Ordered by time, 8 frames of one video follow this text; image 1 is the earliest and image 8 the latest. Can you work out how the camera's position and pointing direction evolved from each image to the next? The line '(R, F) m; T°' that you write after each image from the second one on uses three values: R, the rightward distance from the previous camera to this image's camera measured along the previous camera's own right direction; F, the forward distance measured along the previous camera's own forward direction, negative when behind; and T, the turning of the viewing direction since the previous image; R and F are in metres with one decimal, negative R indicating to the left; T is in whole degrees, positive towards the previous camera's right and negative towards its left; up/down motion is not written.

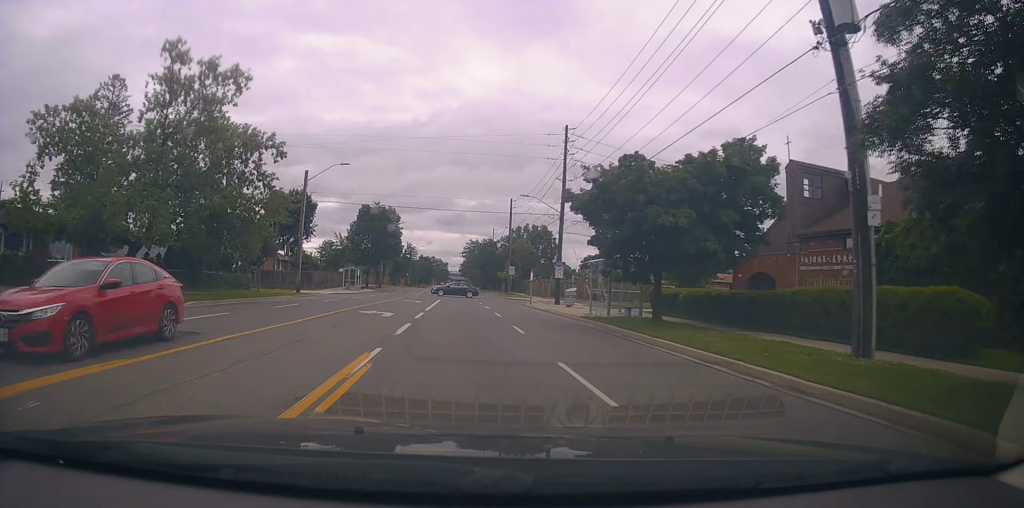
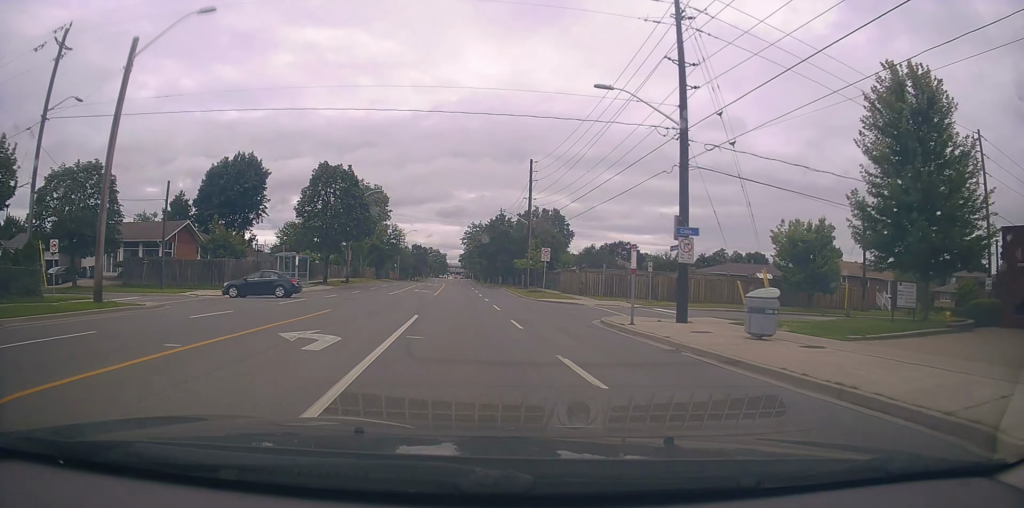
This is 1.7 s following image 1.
(-0.1, +25.2) m; +2°
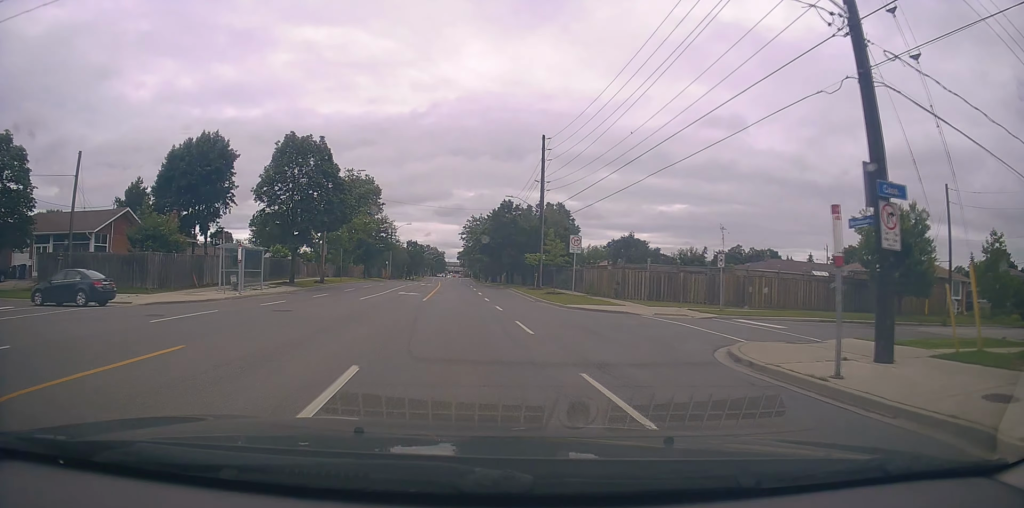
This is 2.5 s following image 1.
(+0.2, +10.8) m; -1°
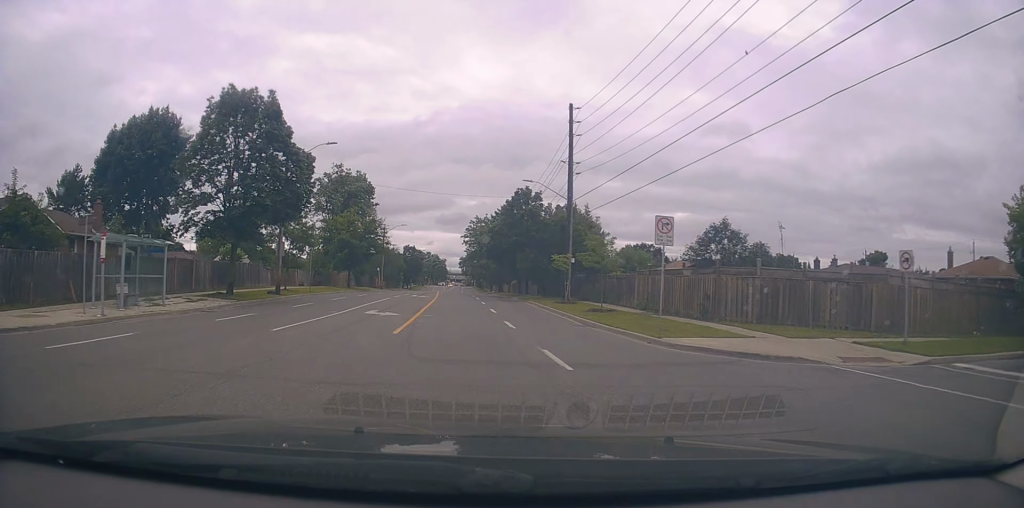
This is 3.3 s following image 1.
(-0.3, +12.7) m; -2°
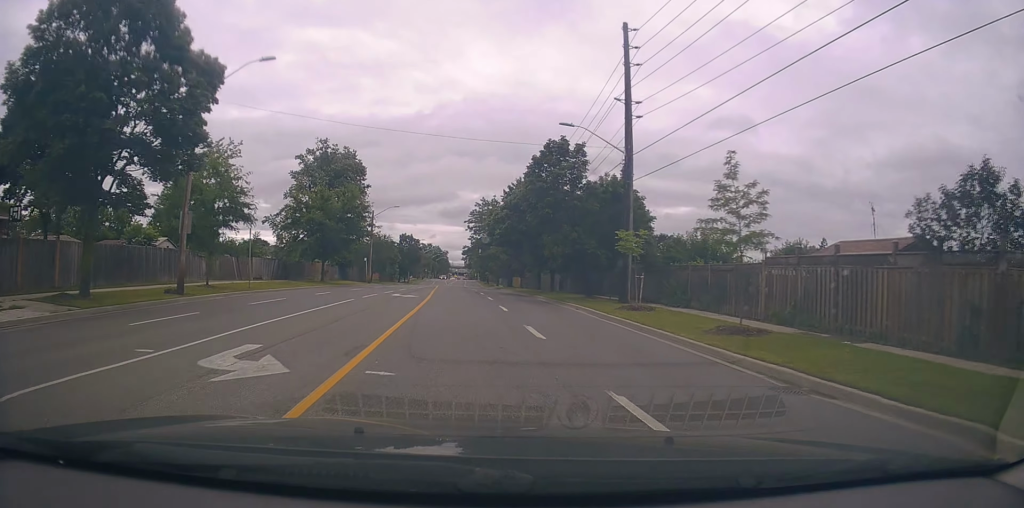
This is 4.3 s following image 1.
(-0.2, +13.8) m; 0°
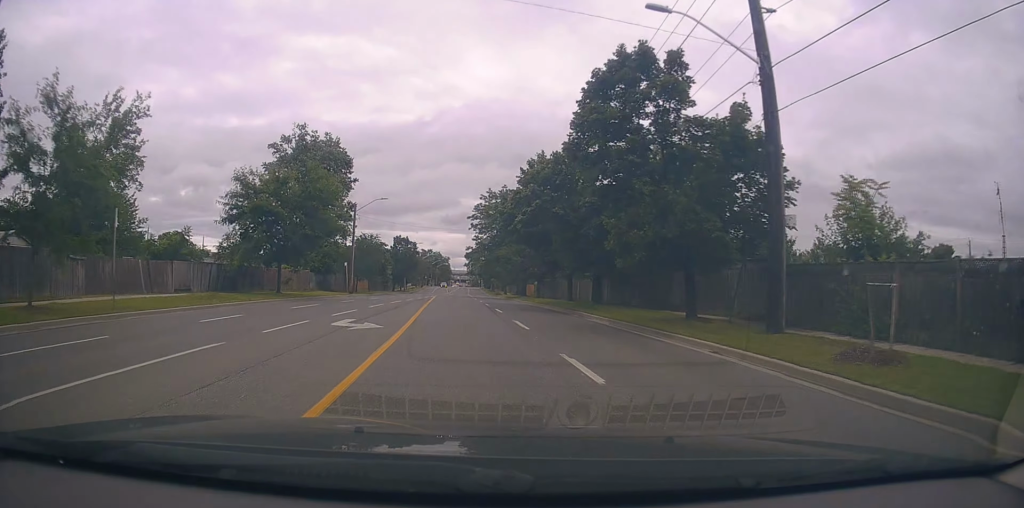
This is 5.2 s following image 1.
(+0.2, +13.4) m; +1°
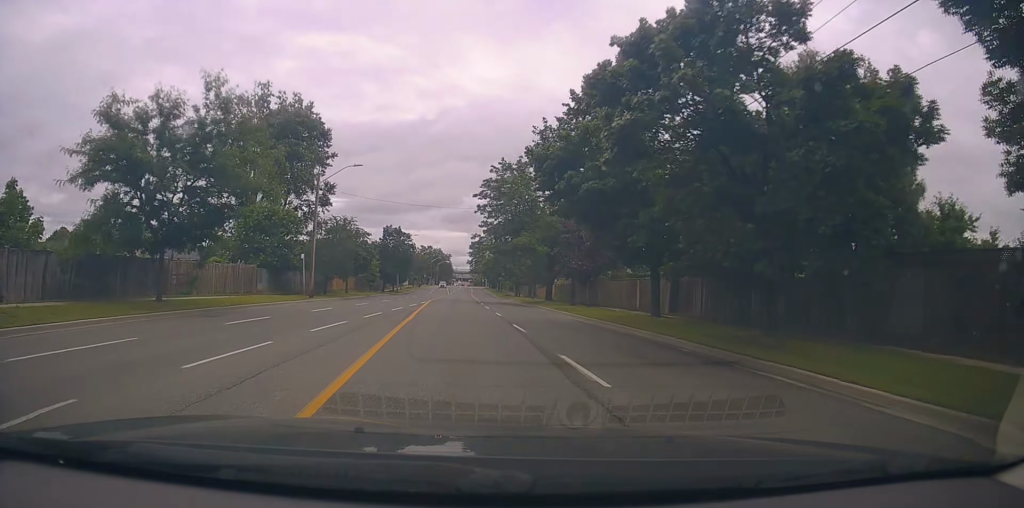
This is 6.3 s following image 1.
(-0.1, +16.4) m; 0°
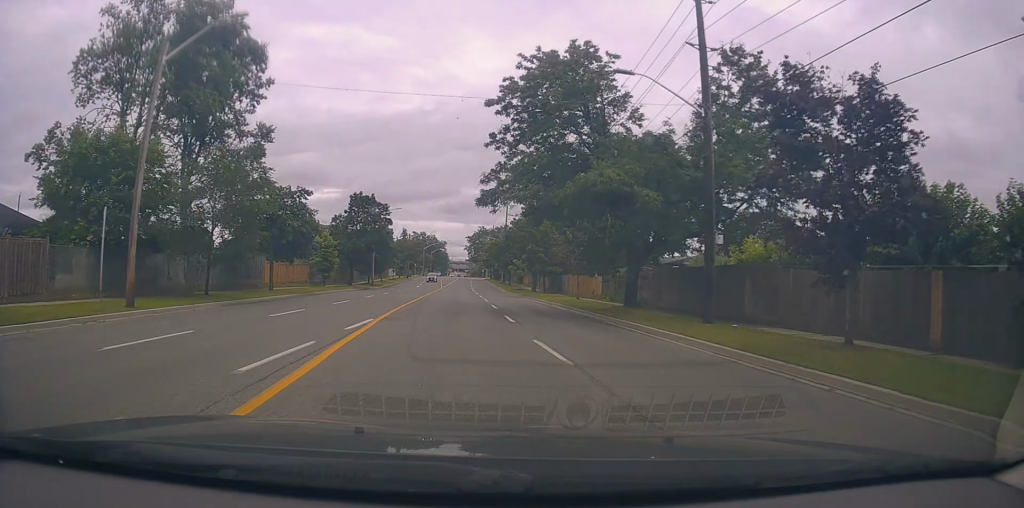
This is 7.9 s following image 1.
(+0.1, +23.8) m; -1°
